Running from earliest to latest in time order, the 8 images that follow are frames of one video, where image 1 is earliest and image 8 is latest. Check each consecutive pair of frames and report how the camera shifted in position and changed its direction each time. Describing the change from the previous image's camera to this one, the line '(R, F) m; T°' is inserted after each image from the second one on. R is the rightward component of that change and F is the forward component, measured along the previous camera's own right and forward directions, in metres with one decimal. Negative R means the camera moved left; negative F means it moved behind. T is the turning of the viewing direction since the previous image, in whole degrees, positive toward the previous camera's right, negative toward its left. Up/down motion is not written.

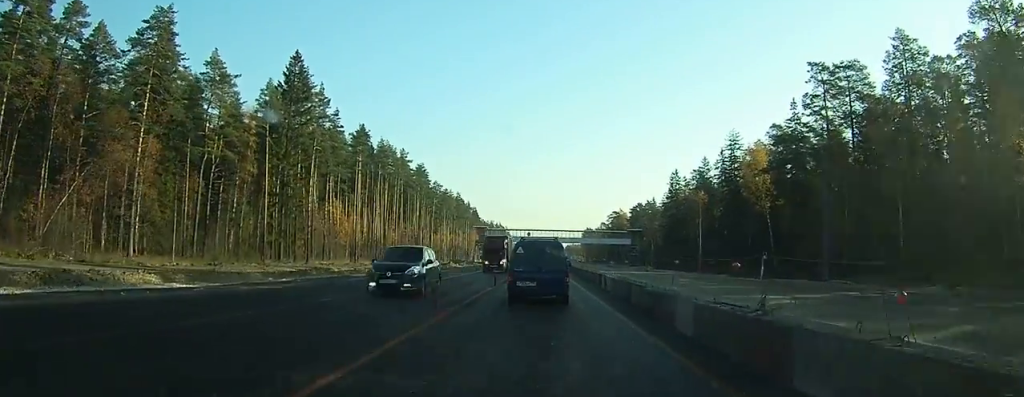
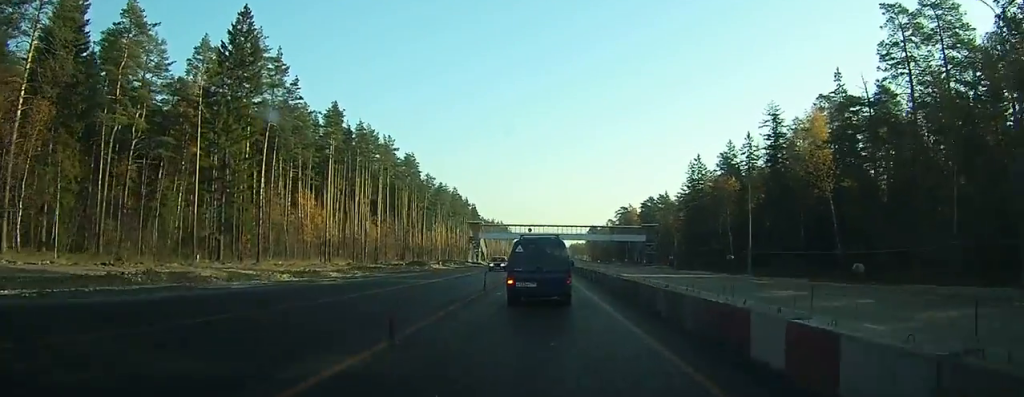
(0.0, +14.8) m; -1°
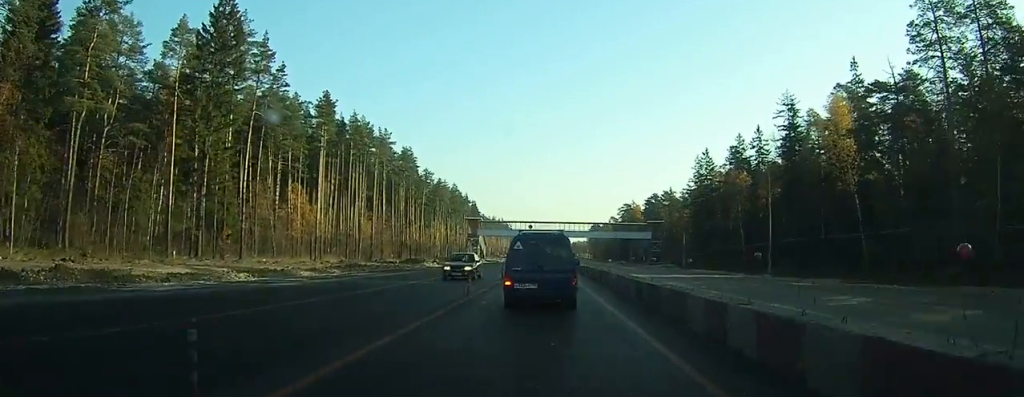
(0.0, +4.4) m; 0°
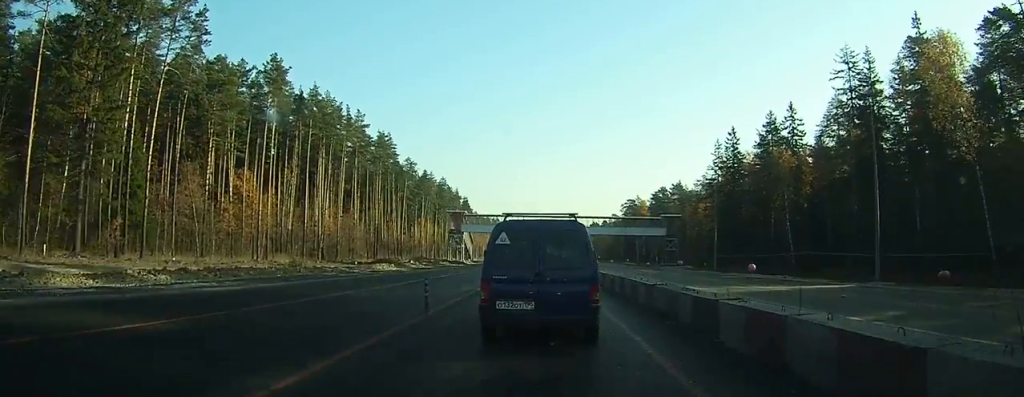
(-0.4, +18.9) m; -1°
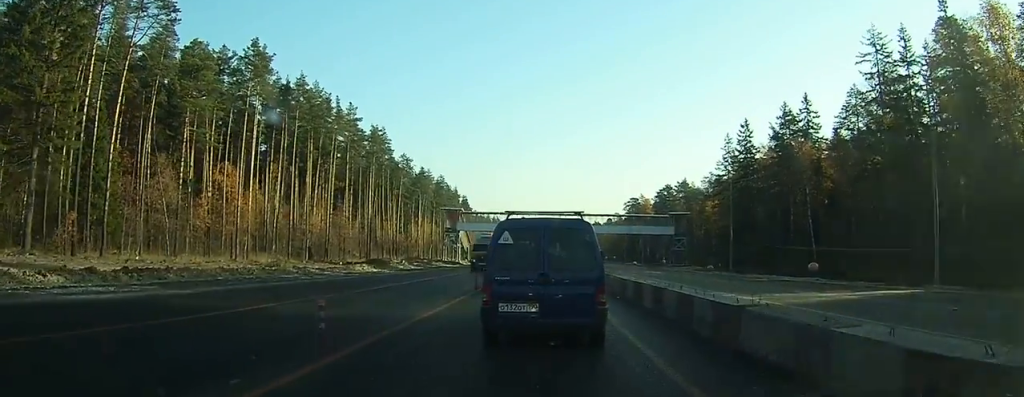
(+0.1, +6.5) m; +1°
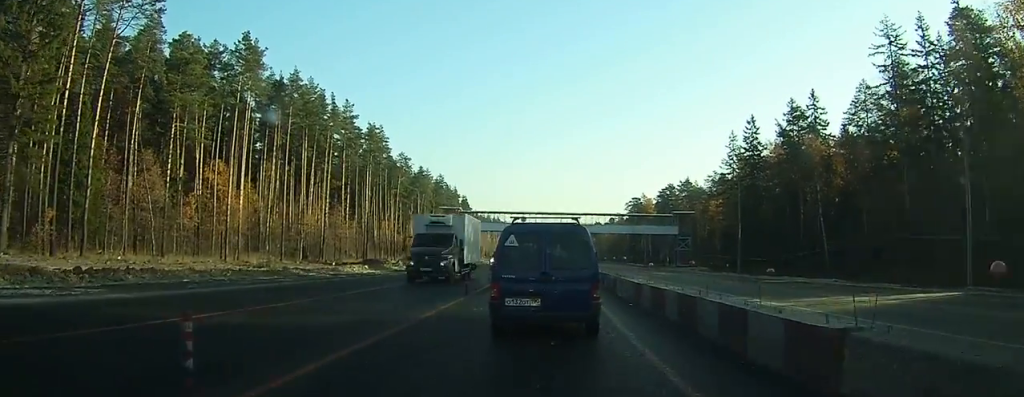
(+0.1, +3.4) m; +1°
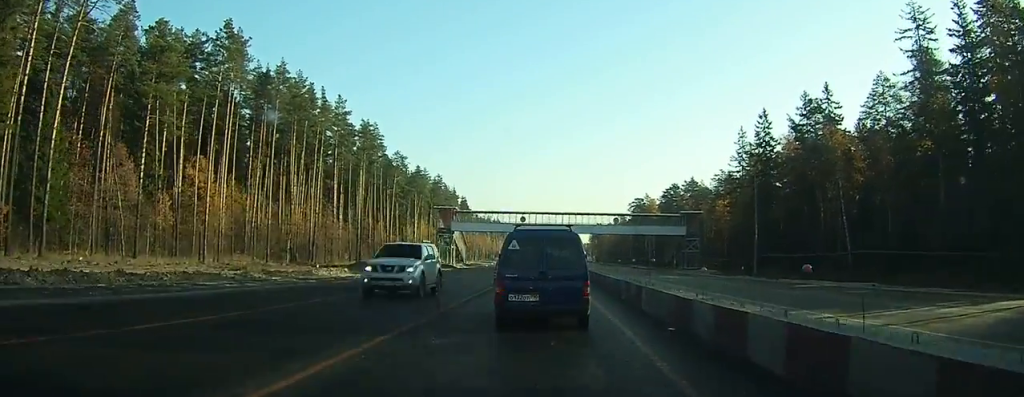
(0.0, +5.5) m; -1°
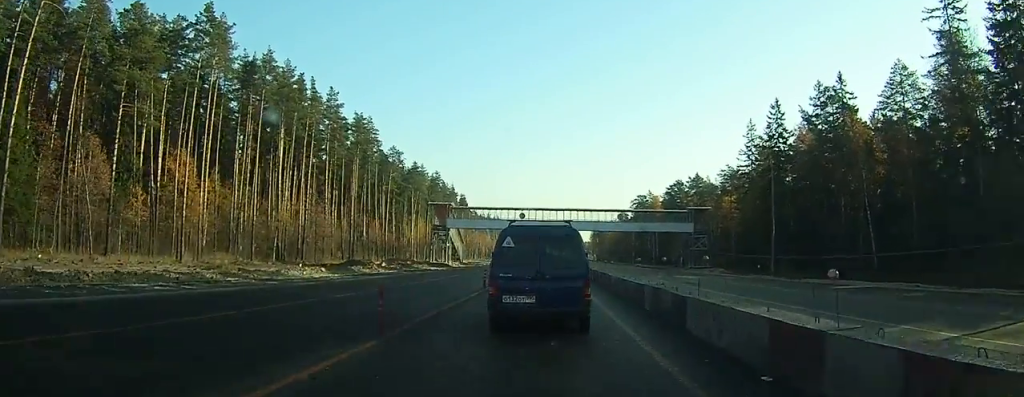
(0.0, +3.9) m; -1°
